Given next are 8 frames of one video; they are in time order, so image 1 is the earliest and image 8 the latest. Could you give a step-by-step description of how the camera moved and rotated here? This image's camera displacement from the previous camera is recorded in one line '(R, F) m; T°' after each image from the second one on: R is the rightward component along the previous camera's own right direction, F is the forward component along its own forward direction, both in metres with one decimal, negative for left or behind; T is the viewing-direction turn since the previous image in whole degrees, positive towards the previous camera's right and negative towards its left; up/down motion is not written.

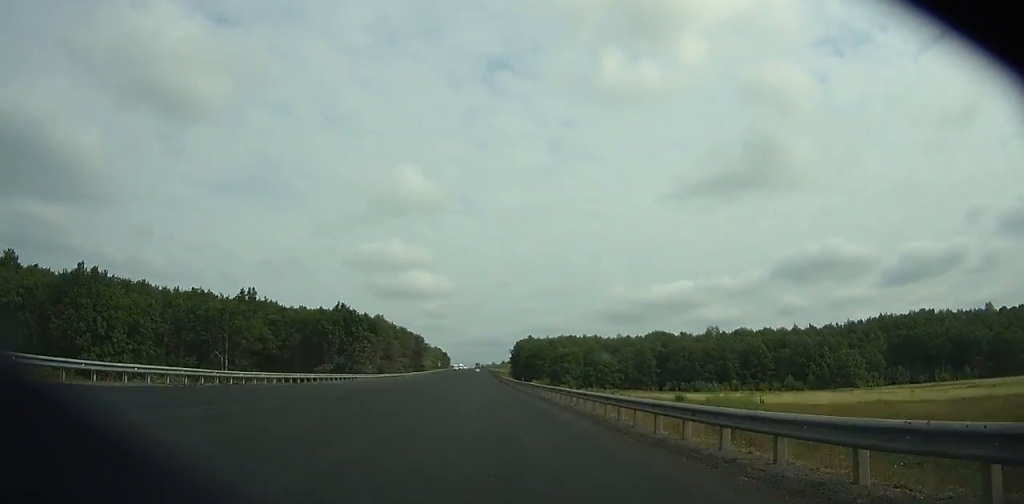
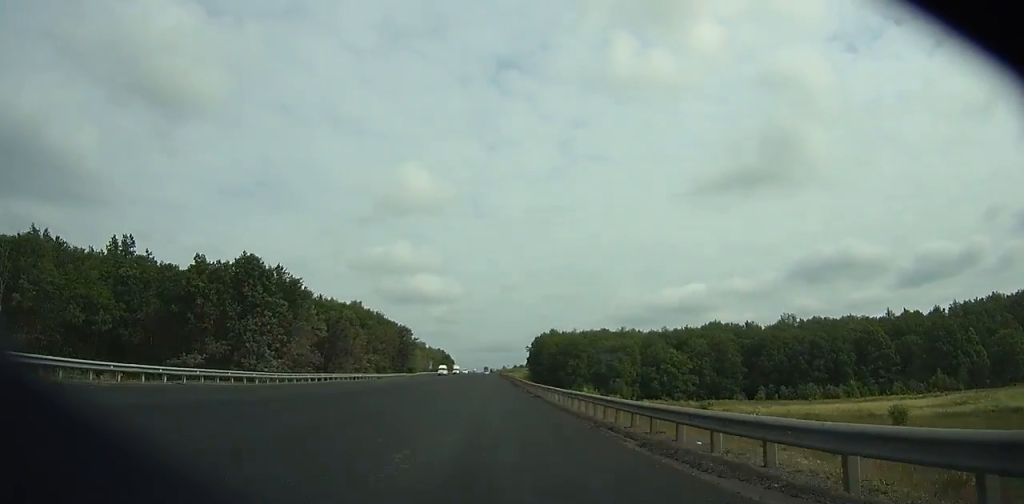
(-0.2, +70.5) m; -1°
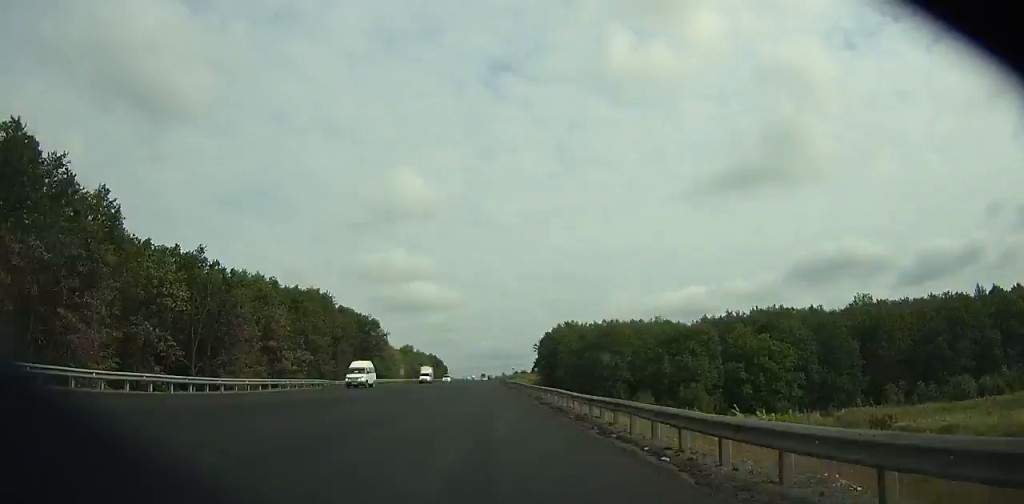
(-0.4, +52.3) m; -1°
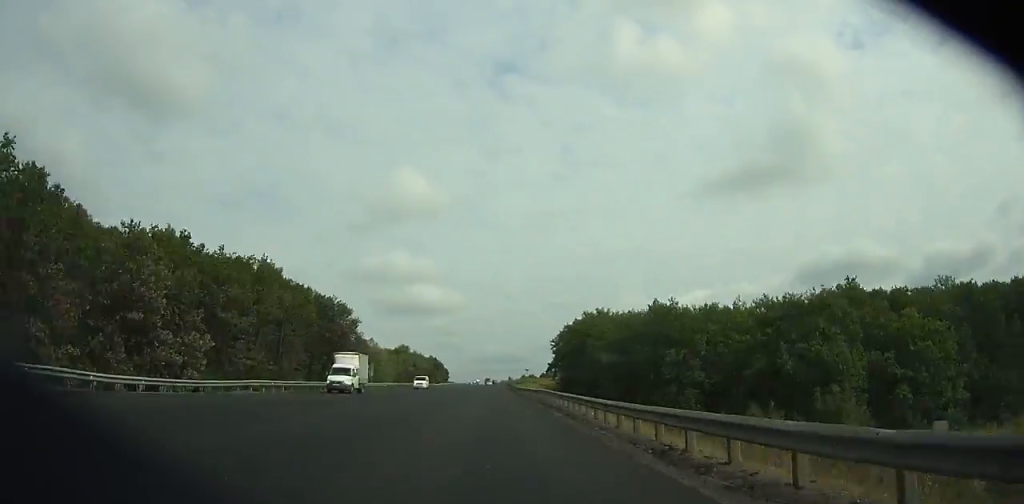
(-0.1, +36.5) m; 0°
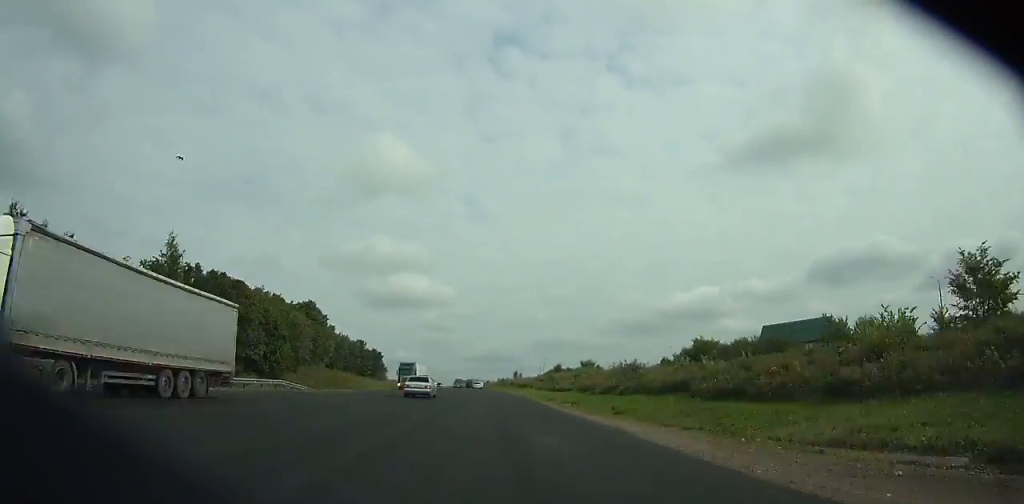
(-0.3, +276.6) m; 0°
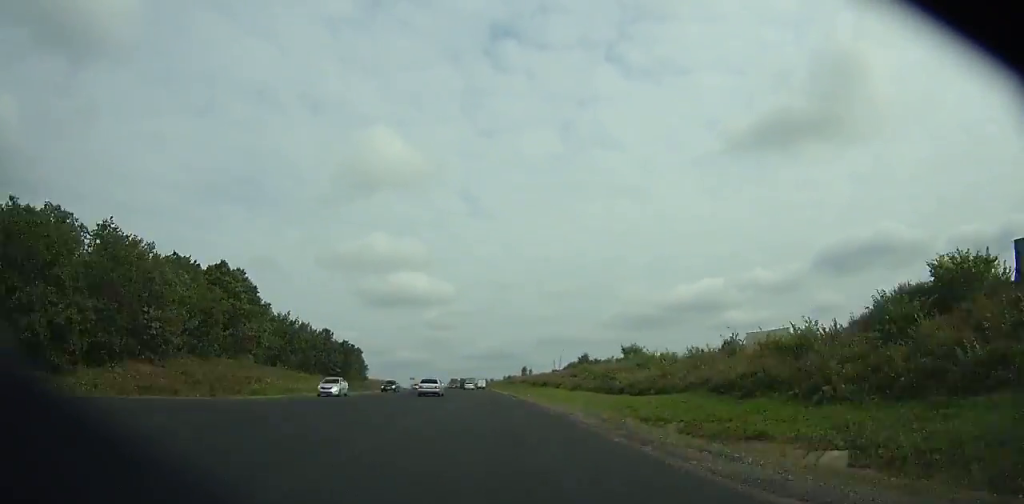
(0.0, +45.1) m; 0°
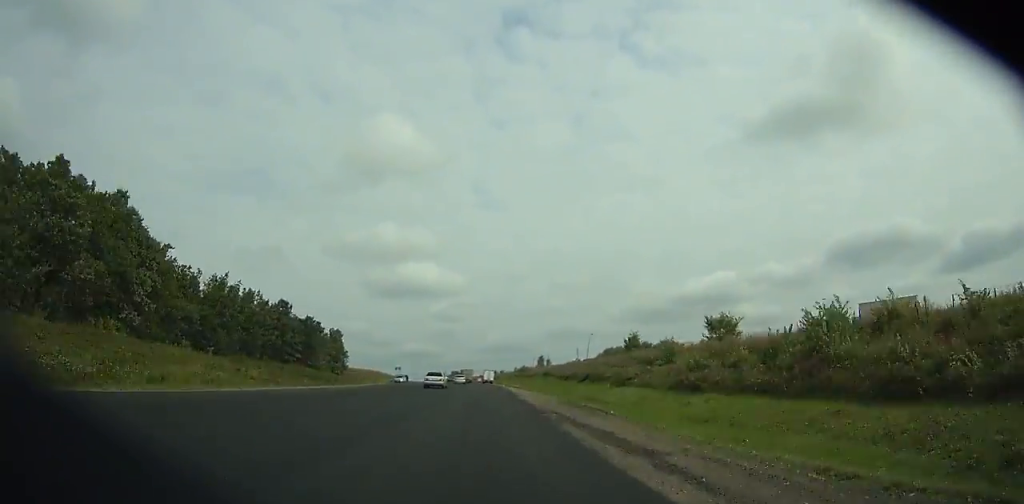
(-0.1, +38.5) m; -1°
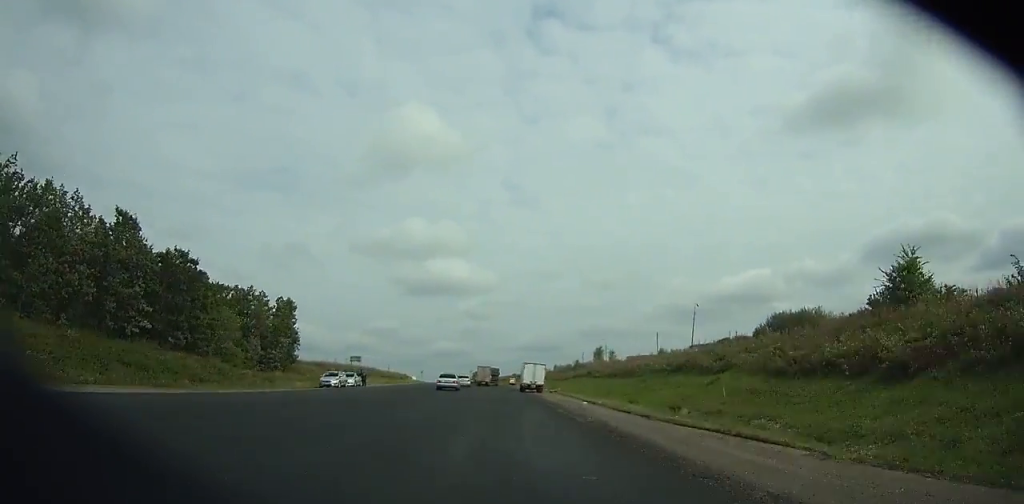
(-0.9, +63.8) m; -2°
